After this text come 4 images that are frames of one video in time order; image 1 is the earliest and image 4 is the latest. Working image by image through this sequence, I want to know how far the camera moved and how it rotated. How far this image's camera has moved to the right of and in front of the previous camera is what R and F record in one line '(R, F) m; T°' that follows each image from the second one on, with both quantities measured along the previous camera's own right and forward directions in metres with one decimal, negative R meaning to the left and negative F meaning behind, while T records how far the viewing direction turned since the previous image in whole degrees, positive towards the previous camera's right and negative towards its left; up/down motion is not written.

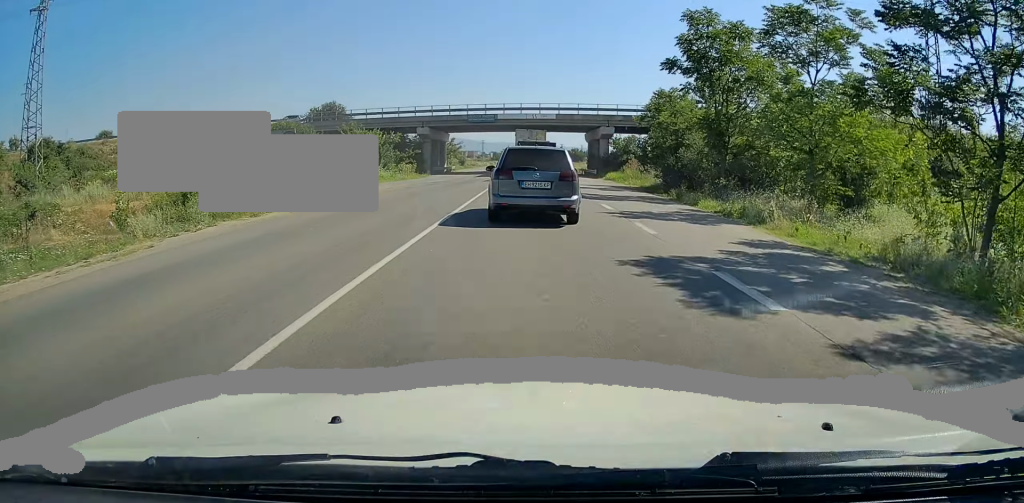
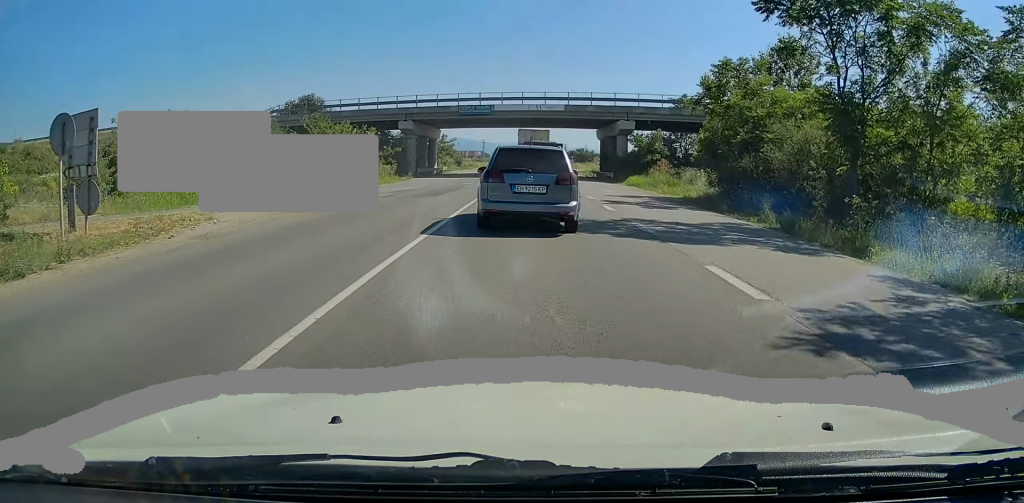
(-0.1, +11.7) m; -1°
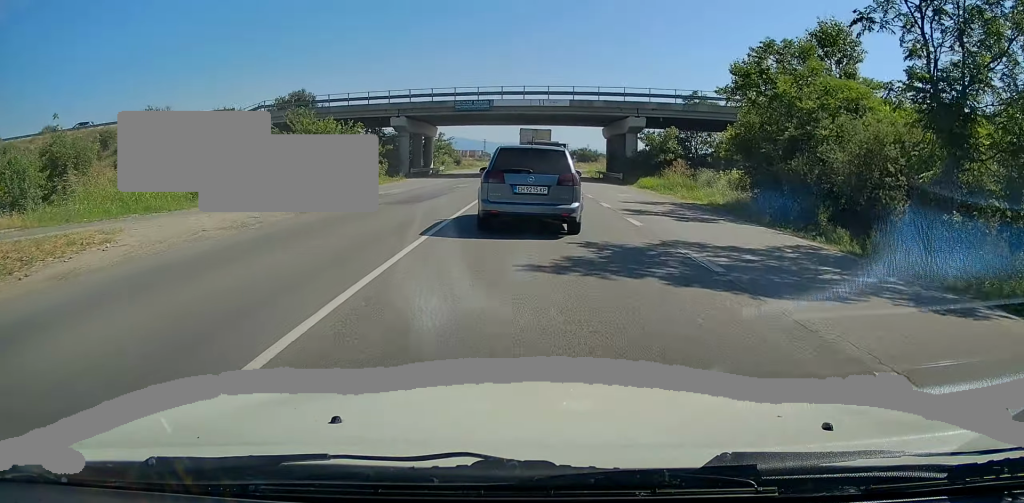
(+0.1, +4.2) m; -1°
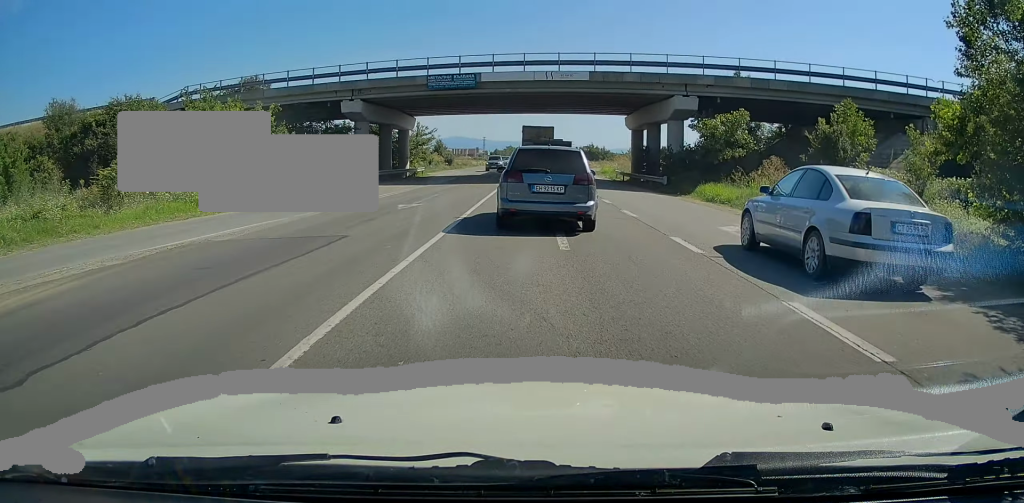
(-0.4, +15.1) m; -1°
